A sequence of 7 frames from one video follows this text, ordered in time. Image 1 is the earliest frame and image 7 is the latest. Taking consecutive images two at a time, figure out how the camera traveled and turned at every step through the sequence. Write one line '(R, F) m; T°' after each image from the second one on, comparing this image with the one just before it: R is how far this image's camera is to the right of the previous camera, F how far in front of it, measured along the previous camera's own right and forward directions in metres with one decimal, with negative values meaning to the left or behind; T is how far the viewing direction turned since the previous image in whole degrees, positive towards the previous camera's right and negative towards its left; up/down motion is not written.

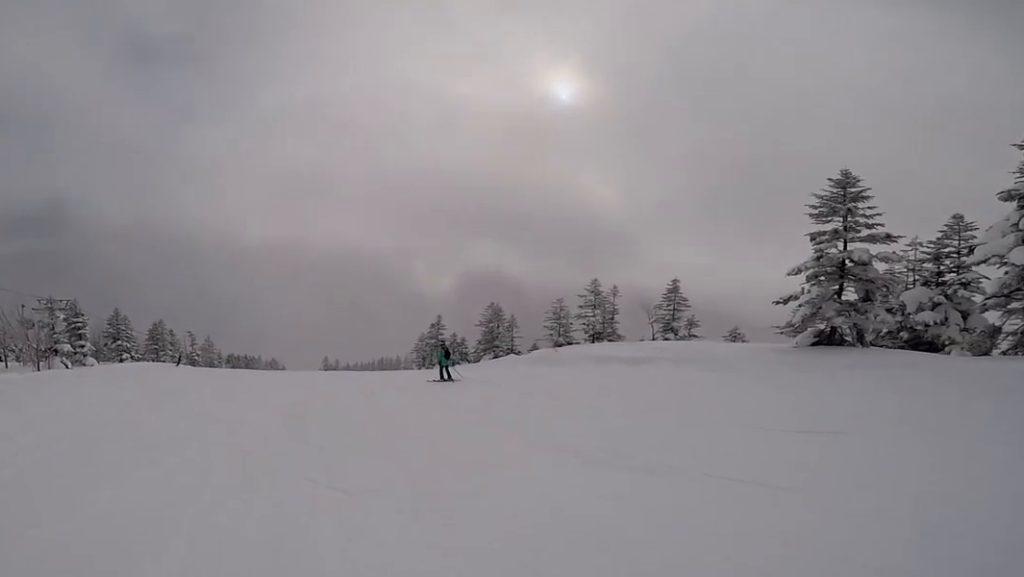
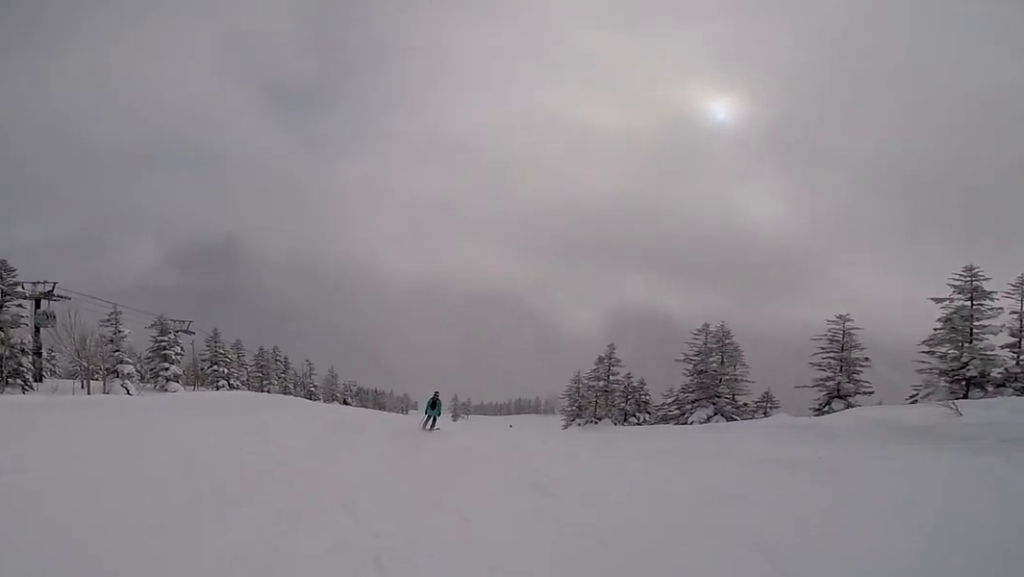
(+1.1, +14.2) m; -4°
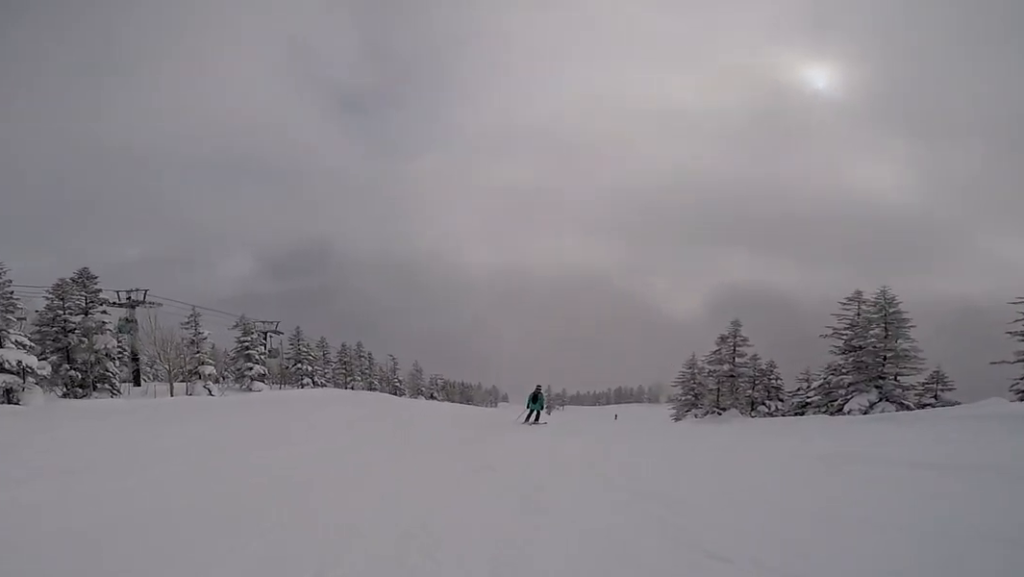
(-0.1, +2.9) m; -5°
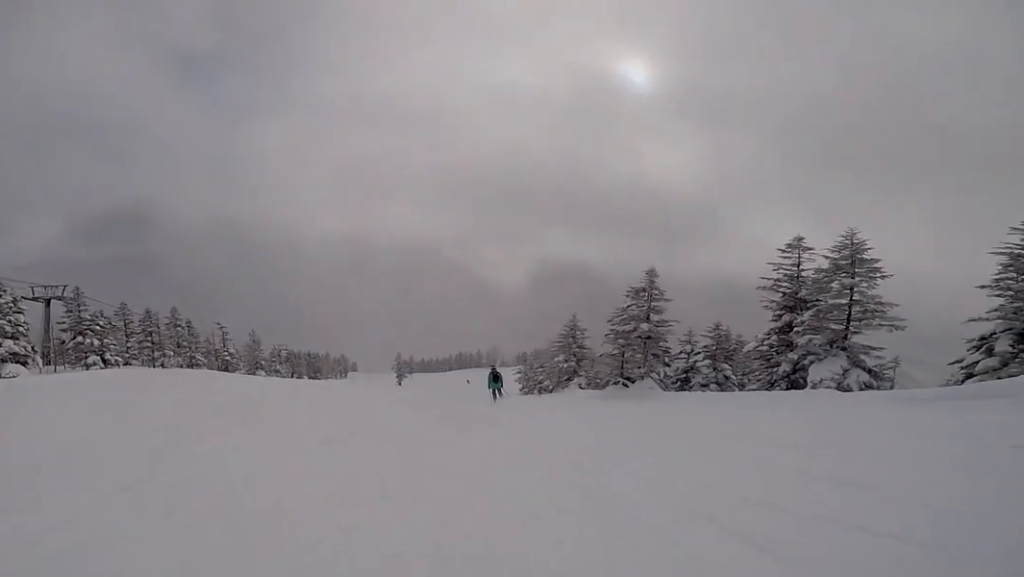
(-0.4, +9.0) m; +2°
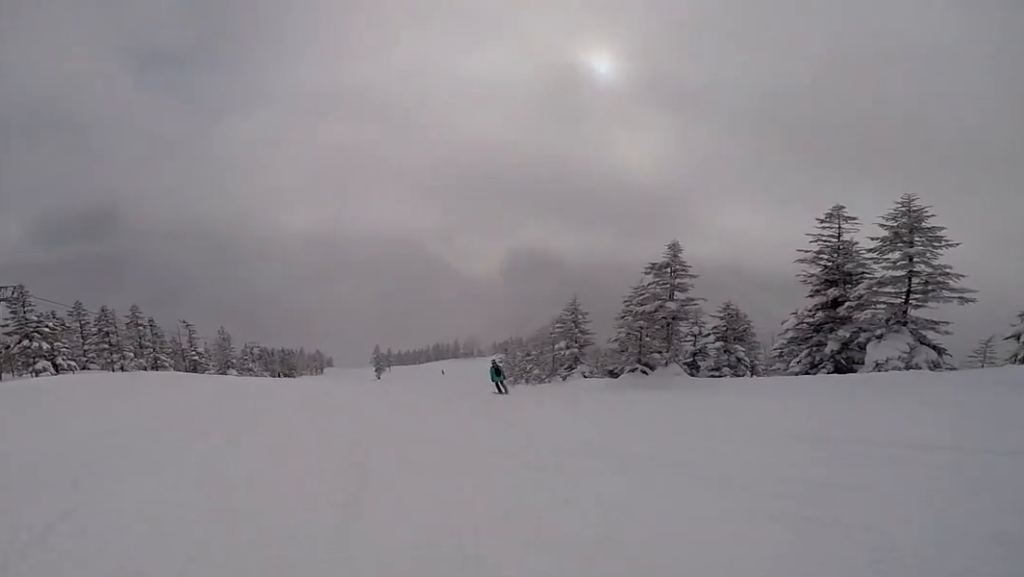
(+0.1, +3.1) m; +3°
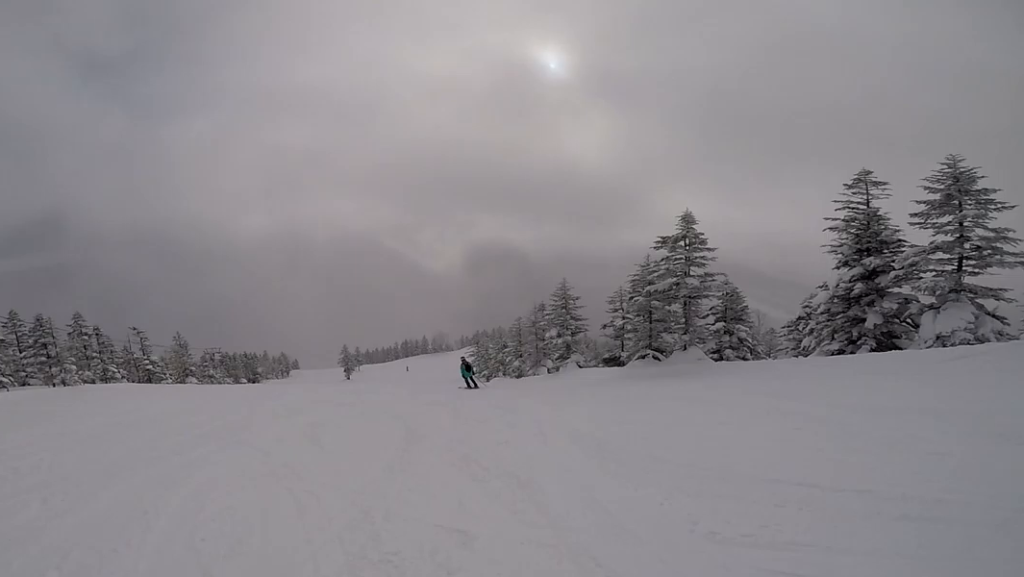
(+0.1, +3.0) m; +4°
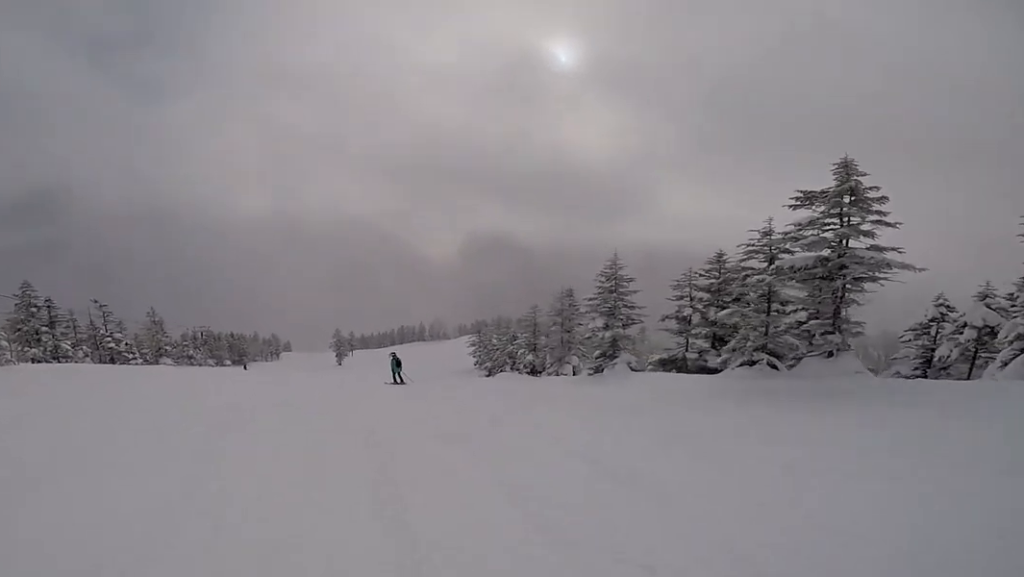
(+0.3, +6.6) m; +7°
